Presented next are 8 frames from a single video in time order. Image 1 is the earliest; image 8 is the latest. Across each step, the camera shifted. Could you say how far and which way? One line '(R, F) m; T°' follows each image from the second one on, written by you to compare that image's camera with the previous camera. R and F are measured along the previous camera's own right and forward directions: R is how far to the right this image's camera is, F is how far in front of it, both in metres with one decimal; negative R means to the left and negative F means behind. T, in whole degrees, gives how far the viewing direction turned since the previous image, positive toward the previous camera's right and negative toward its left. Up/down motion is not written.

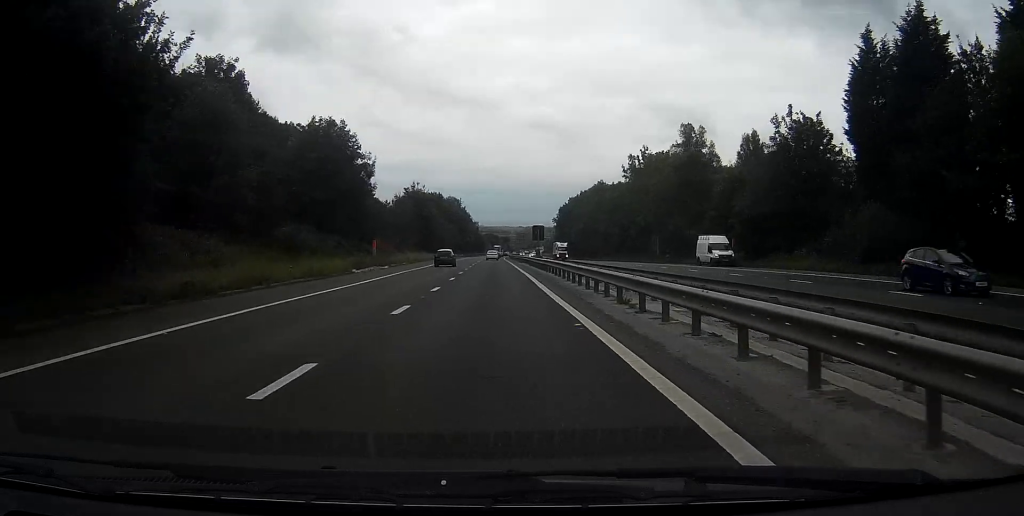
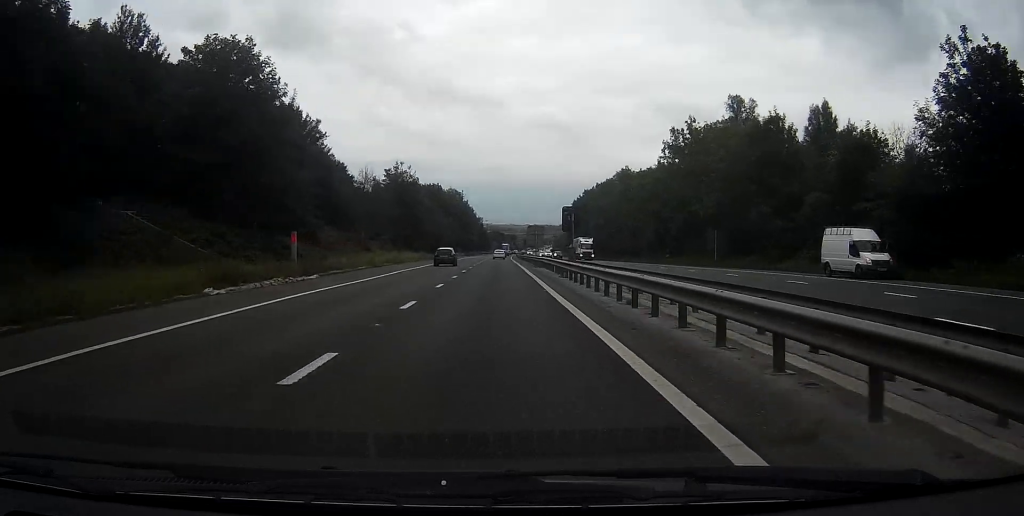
(-0.1, +25.7) m; -1°
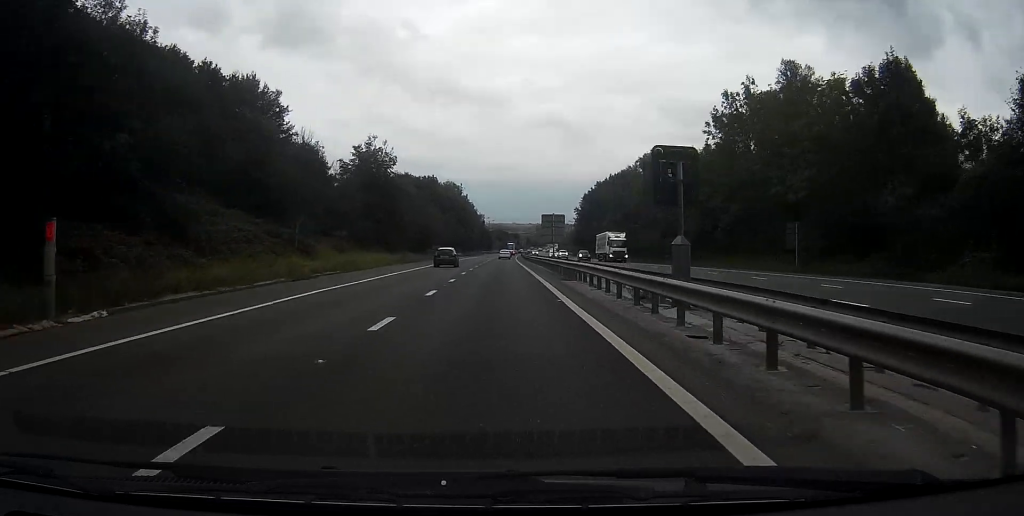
(-0.1, +21.5) m; 0°
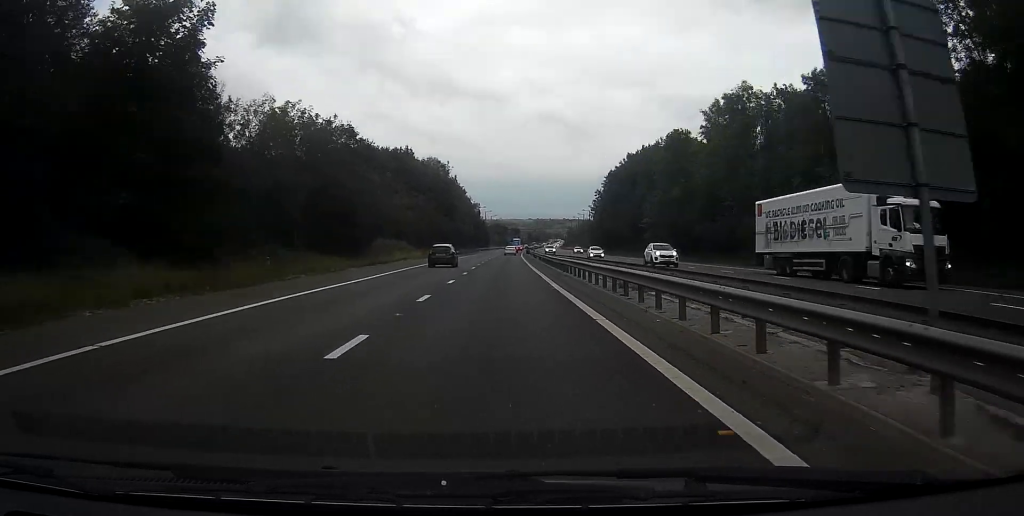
(-0.1, +47.6) m; 0°
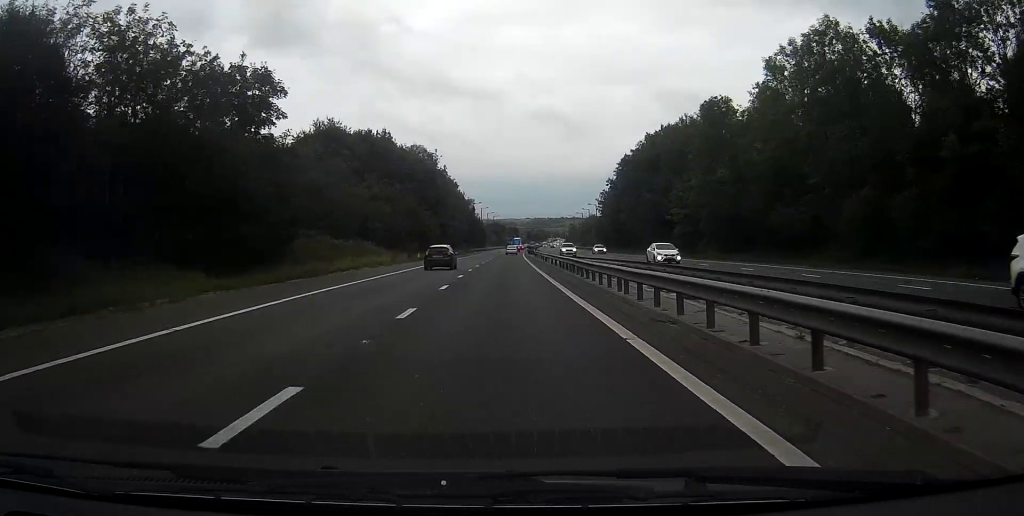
(0.0, +21.6) m; 0°
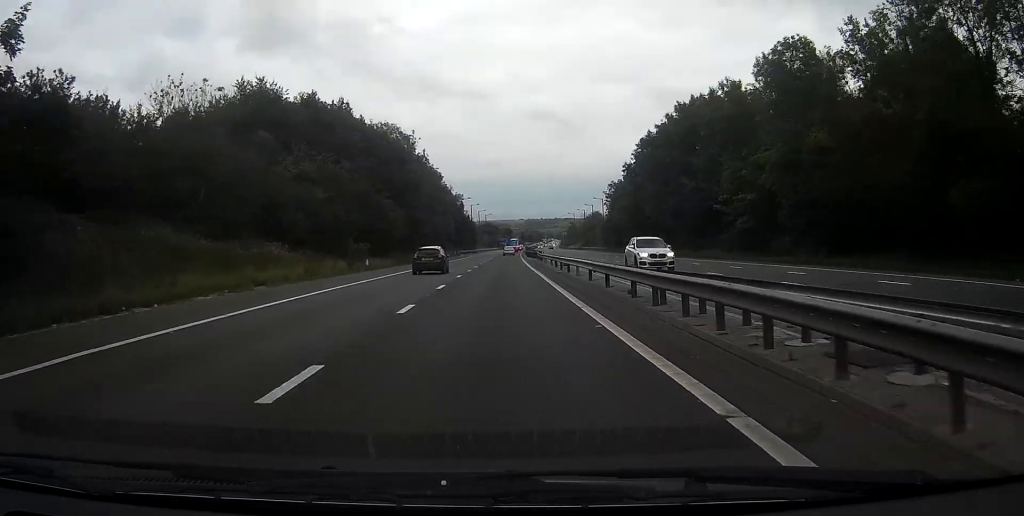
(0.0, +25.8) m; 0°
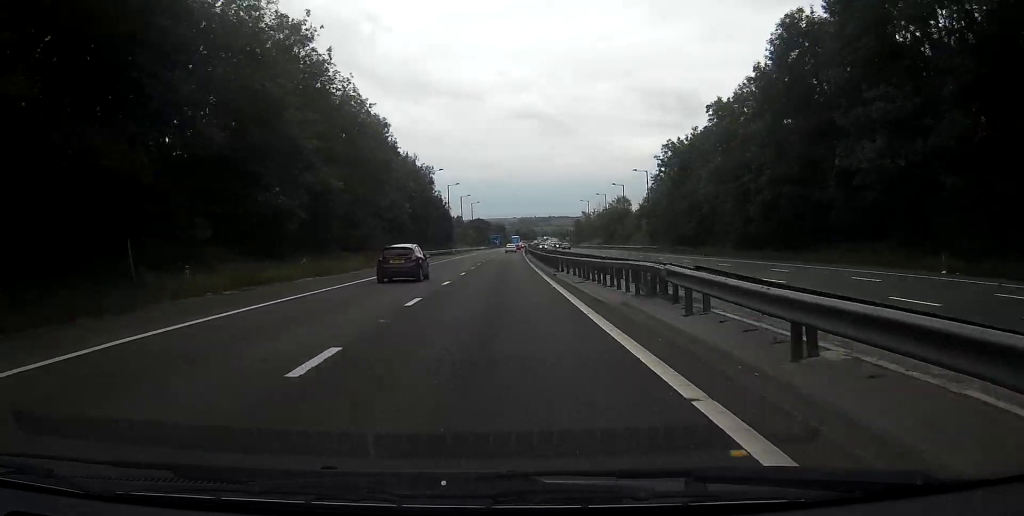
(+0.2, +61.7) m; +1°
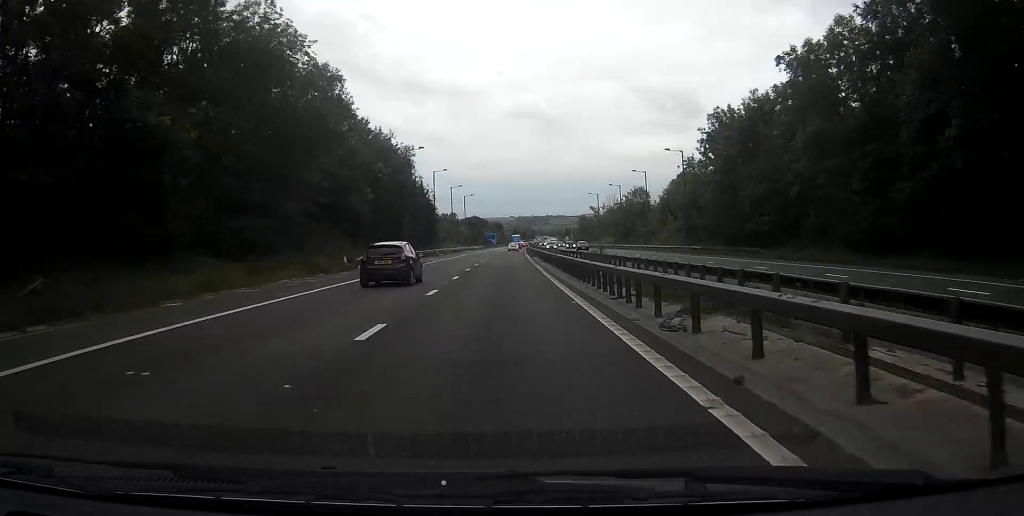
(+0.1, +24.2) m; 0°
